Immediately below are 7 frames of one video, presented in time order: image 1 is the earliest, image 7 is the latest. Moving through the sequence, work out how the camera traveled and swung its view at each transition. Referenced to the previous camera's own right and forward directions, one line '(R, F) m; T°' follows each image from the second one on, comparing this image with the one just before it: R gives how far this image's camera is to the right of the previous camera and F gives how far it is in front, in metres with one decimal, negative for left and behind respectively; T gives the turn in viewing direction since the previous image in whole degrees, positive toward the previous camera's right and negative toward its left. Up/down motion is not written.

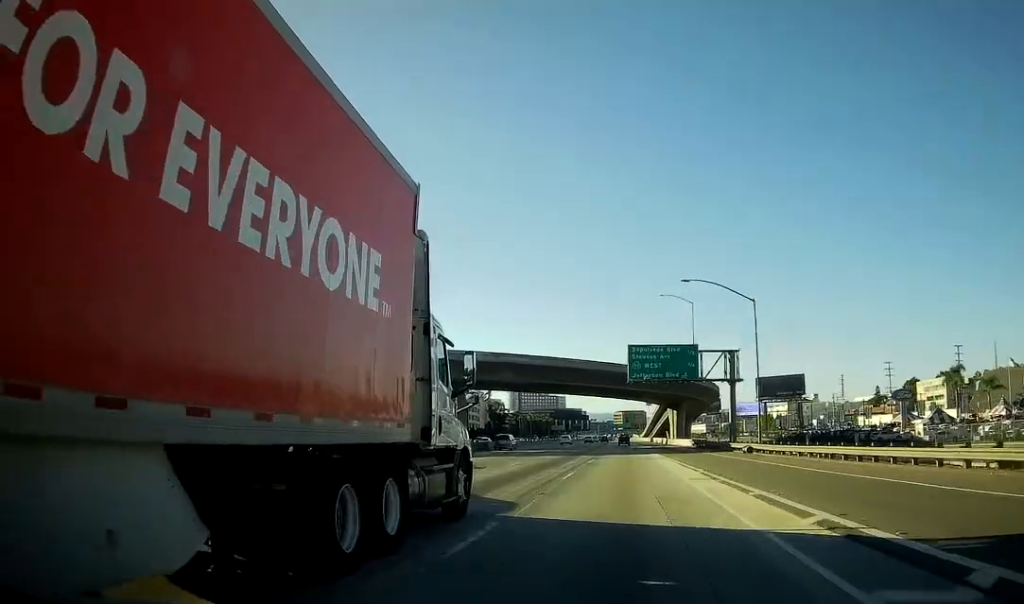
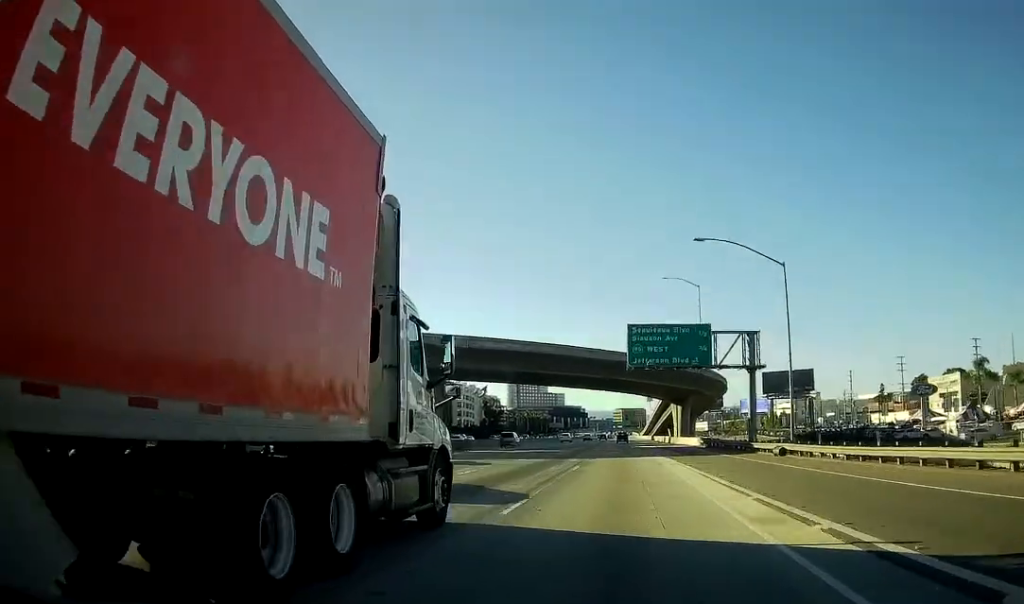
(0.0, +11.5) m; 0°
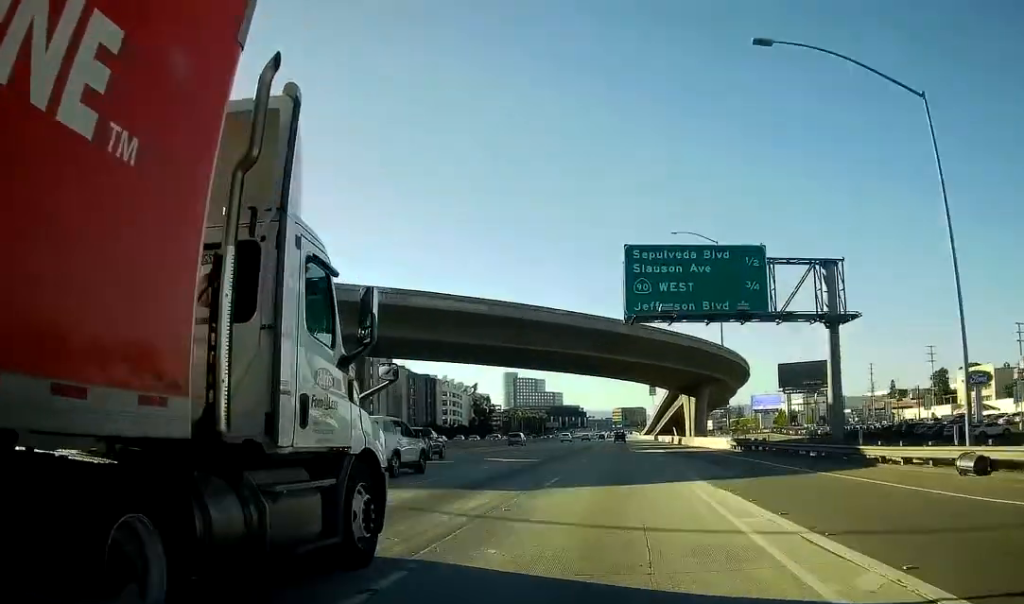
(0.0, +23.2) m; +1°
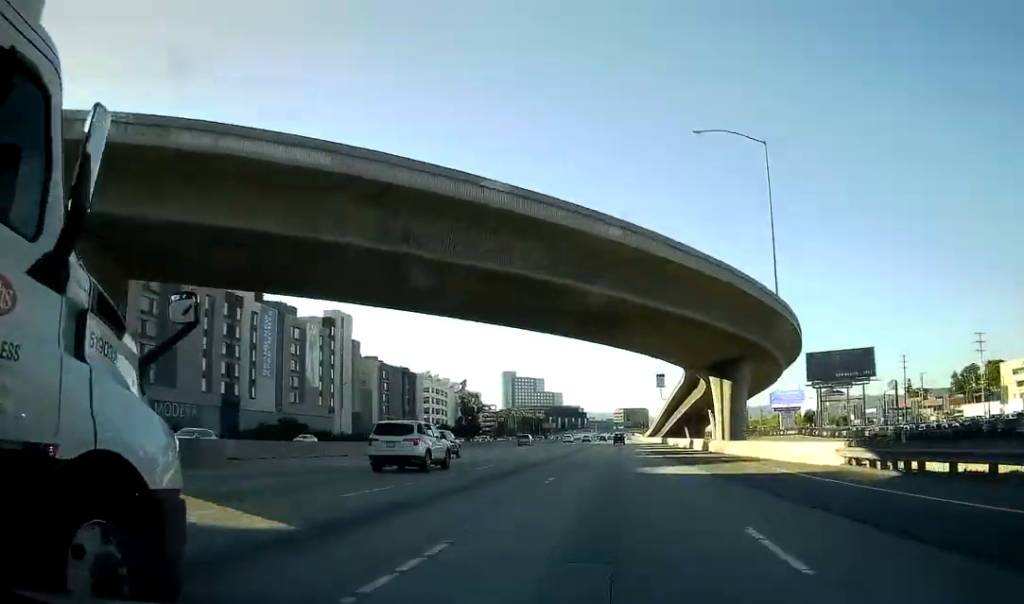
(+0.2, +27.1) m; +1°
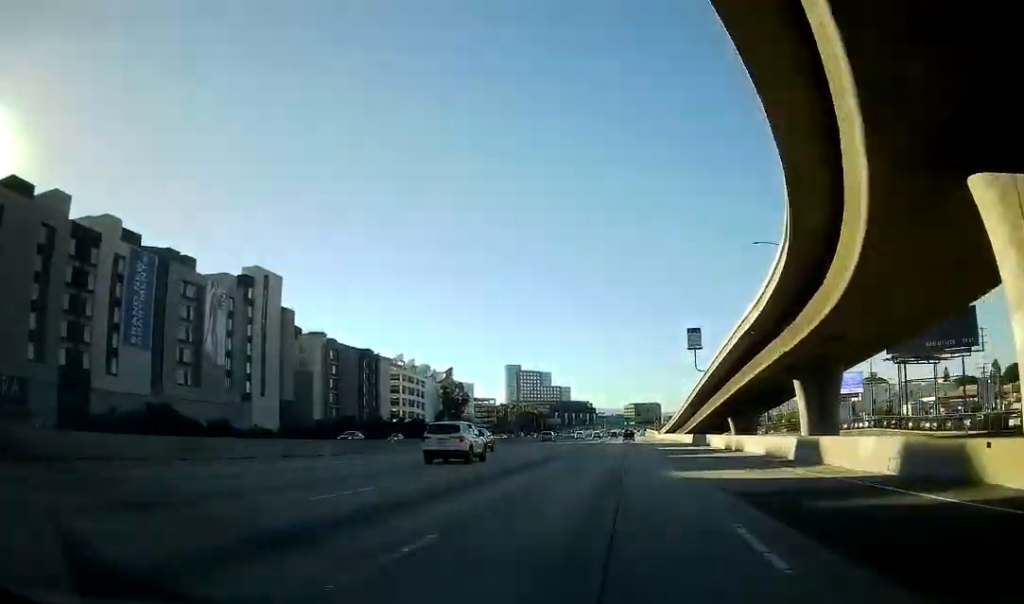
(-0.2, +44.6) m; -1°
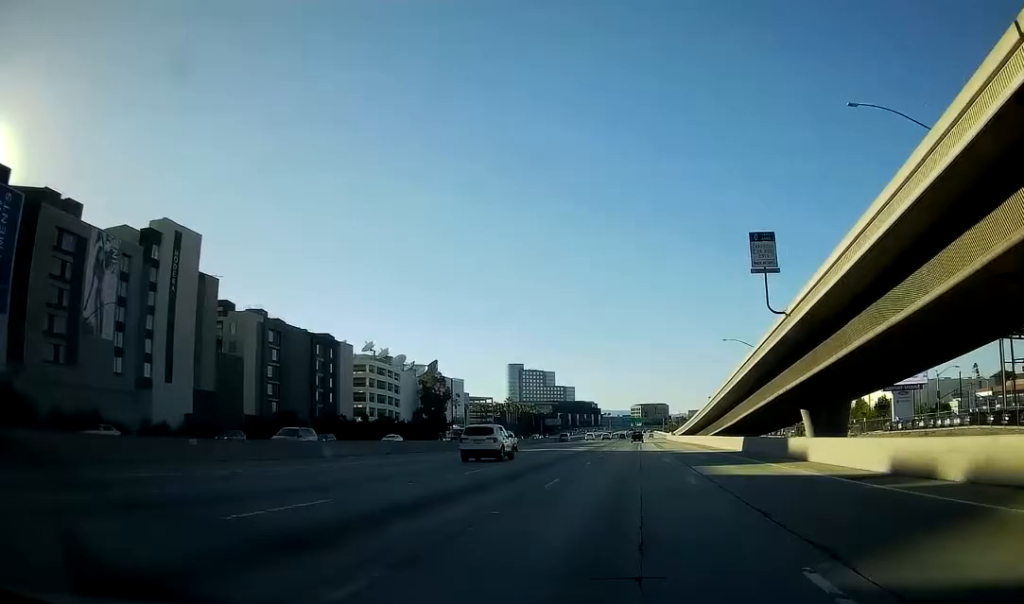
(-0.3, +31.2) m; -1°
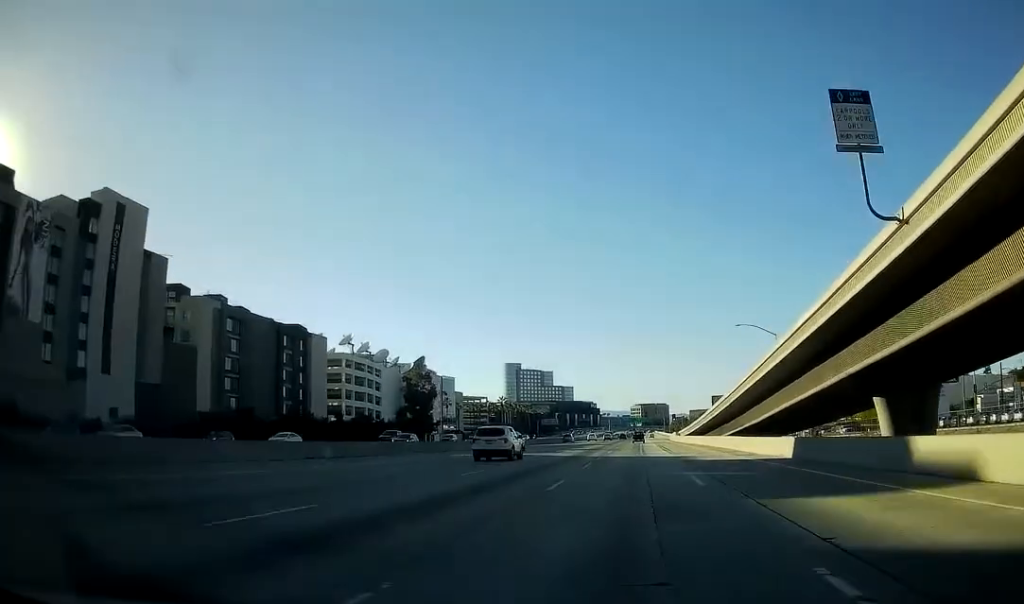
(-0.1, +14.6) m; 0°
